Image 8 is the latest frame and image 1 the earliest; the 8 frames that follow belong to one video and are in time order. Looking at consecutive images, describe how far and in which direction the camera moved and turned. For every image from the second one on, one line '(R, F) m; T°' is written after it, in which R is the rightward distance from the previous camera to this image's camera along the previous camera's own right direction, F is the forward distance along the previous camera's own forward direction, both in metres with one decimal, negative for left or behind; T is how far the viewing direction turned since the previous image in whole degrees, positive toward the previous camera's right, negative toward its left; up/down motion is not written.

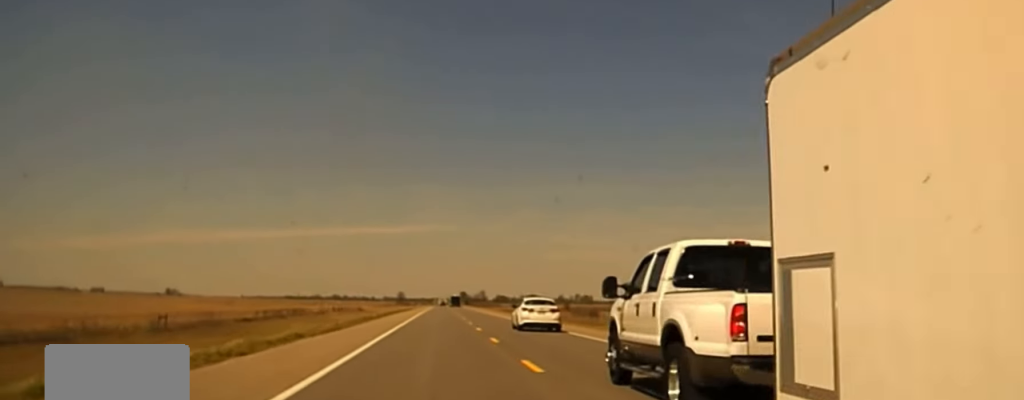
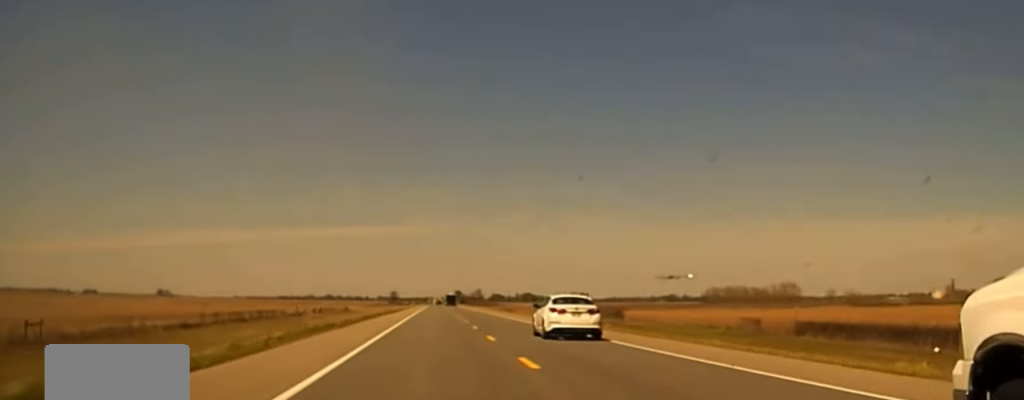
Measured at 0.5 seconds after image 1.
(+0.1, +22.9) m; 0°
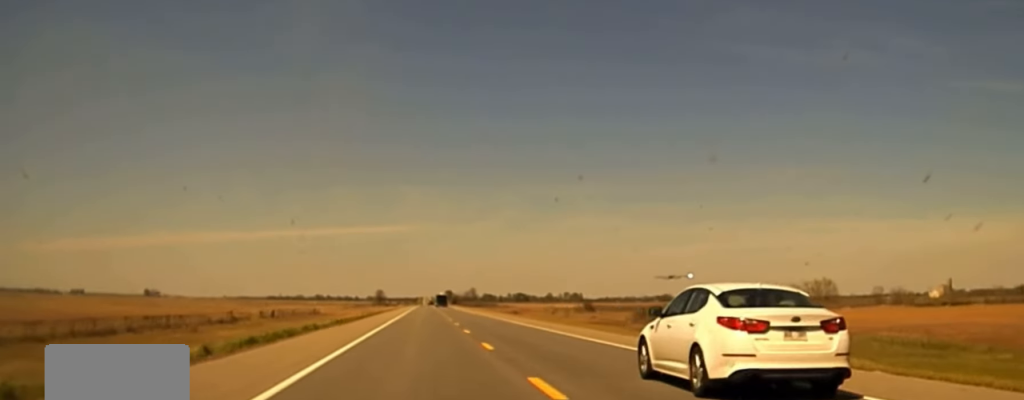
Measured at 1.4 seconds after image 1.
(+0.3, +41.4) m; +1°
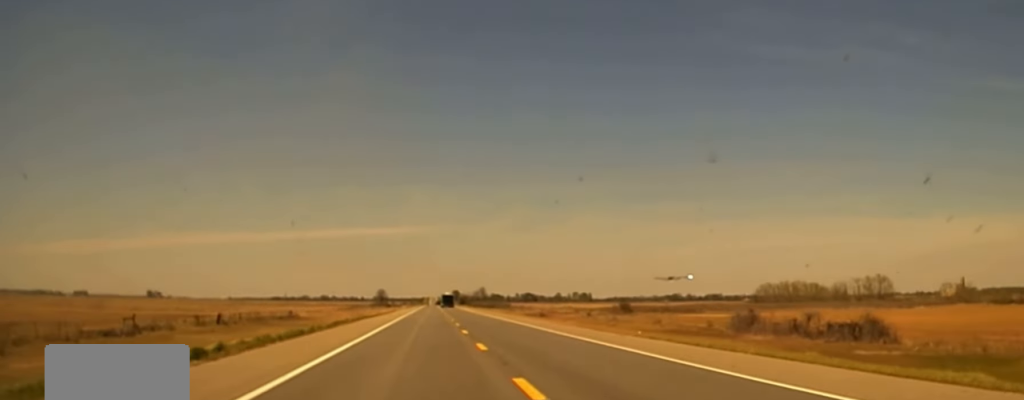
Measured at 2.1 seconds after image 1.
(+0.3, +34.2) m; 0°
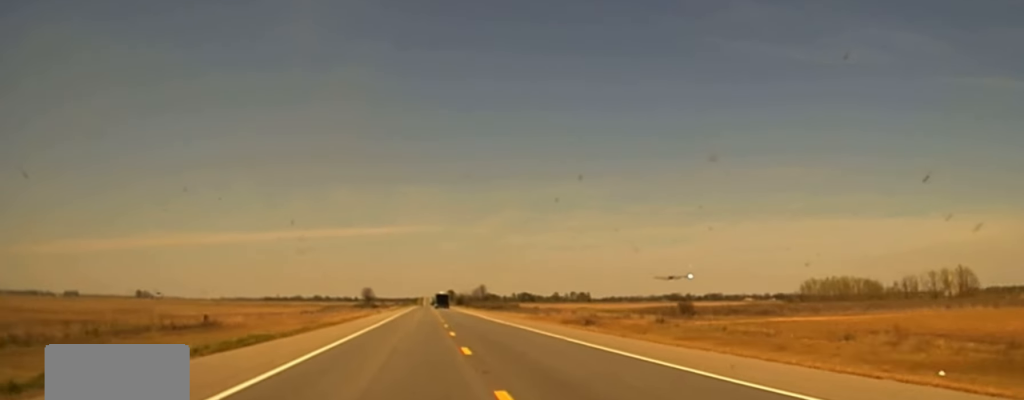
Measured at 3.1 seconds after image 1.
(-0.1, +43.5) m; 0°
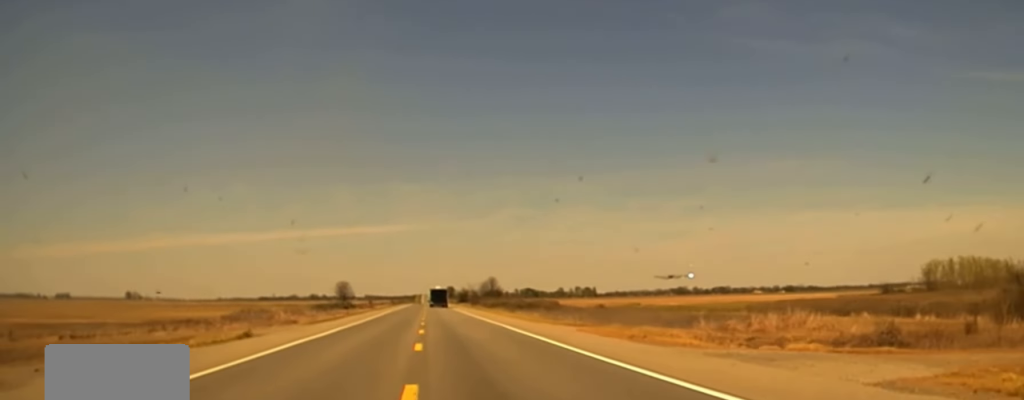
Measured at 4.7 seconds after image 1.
(0.0, +74.2) m; 0°
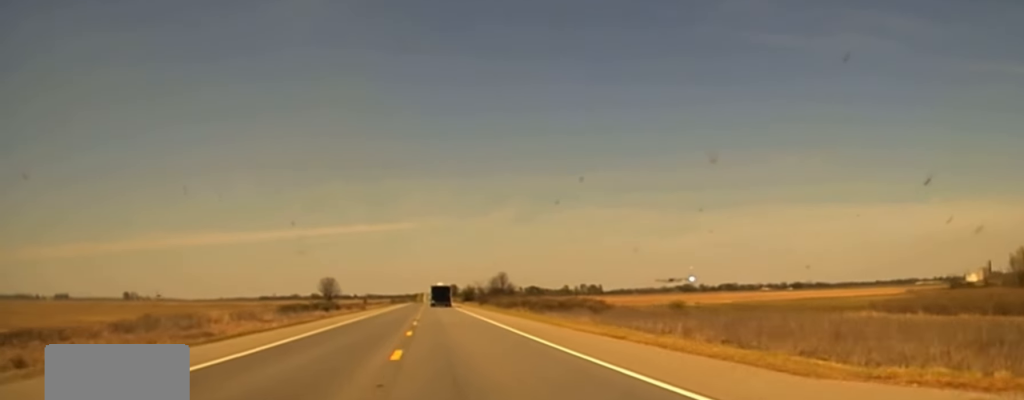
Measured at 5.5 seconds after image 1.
(+0.1, +38.6) m; 0°
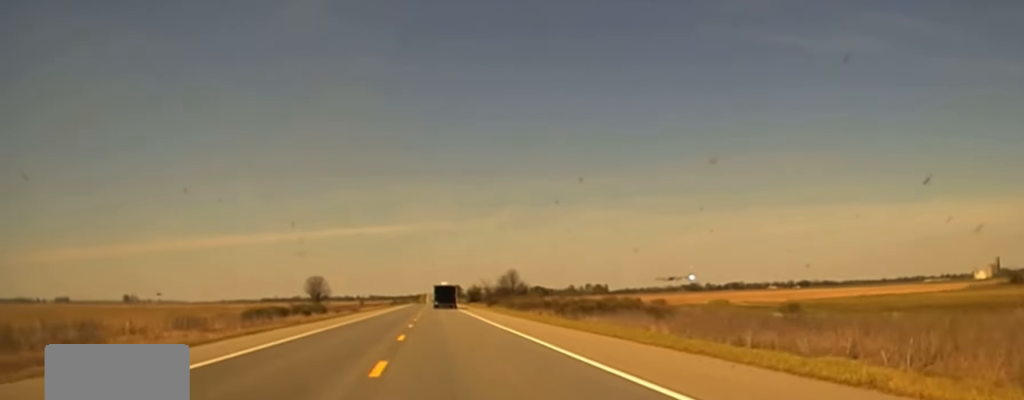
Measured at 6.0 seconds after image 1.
(+0.1, +31.3) m; 0°
